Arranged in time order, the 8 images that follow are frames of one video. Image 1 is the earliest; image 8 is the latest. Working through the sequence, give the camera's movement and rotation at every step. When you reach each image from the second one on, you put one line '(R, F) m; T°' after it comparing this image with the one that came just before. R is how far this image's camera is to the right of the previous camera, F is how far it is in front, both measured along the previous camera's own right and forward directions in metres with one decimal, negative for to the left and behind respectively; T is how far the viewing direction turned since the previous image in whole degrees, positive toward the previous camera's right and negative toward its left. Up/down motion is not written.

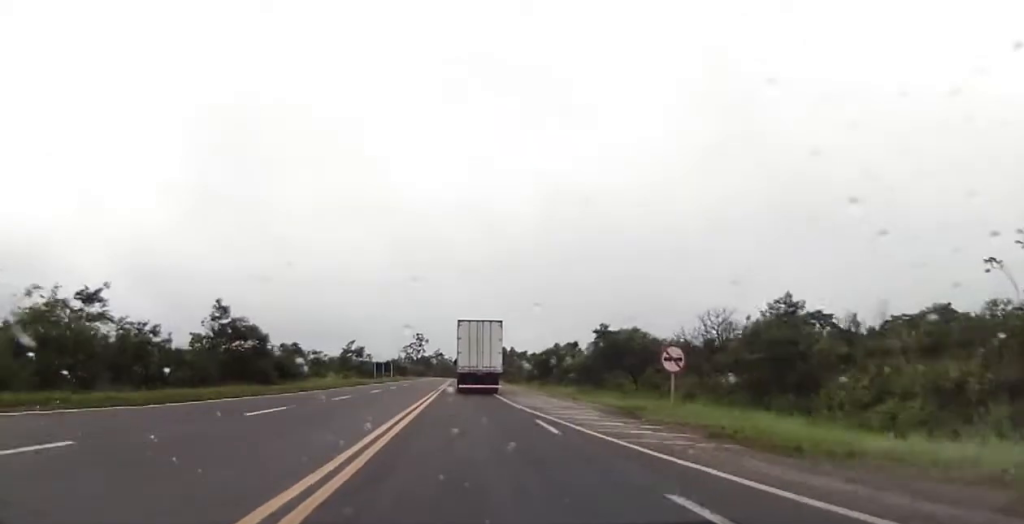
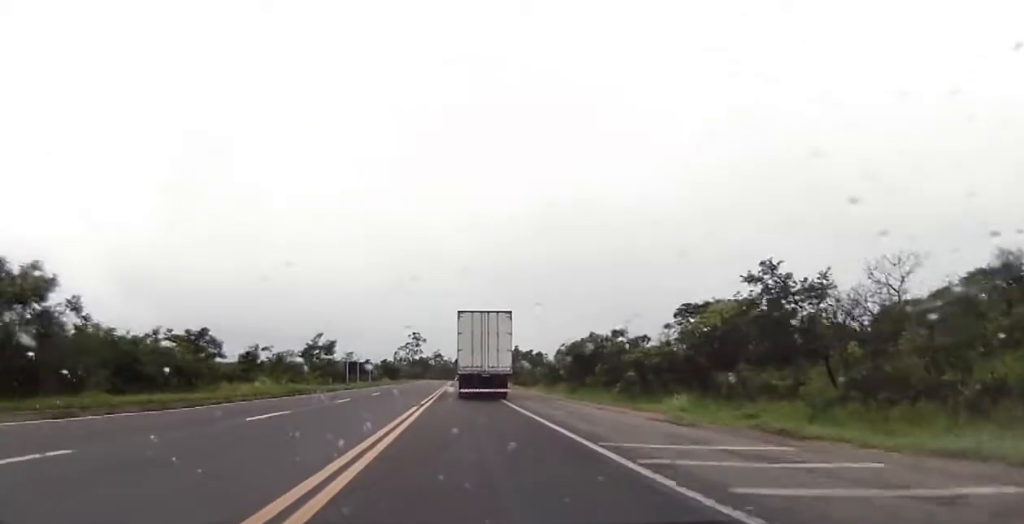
(-0.1, +25.1) m; 0°
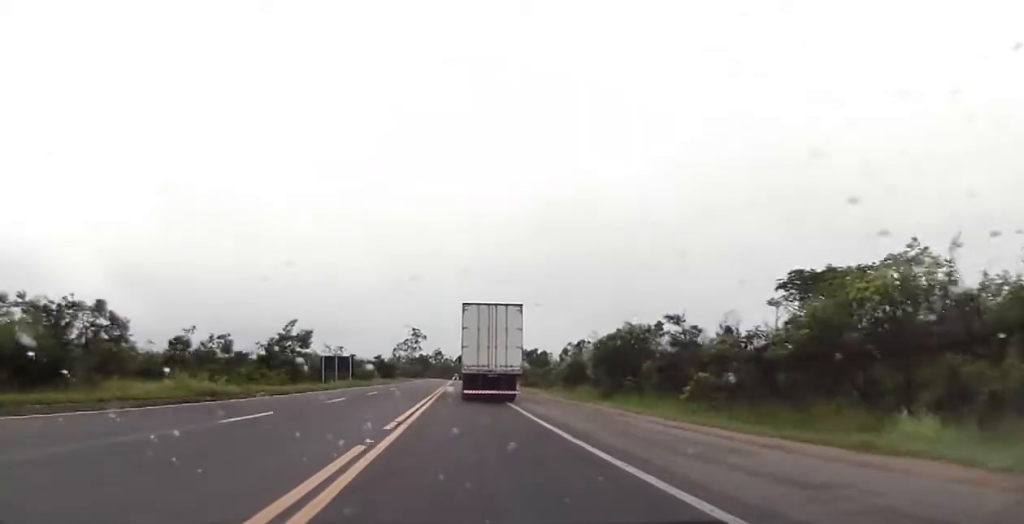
(-0.1, +14.3) m; 0°
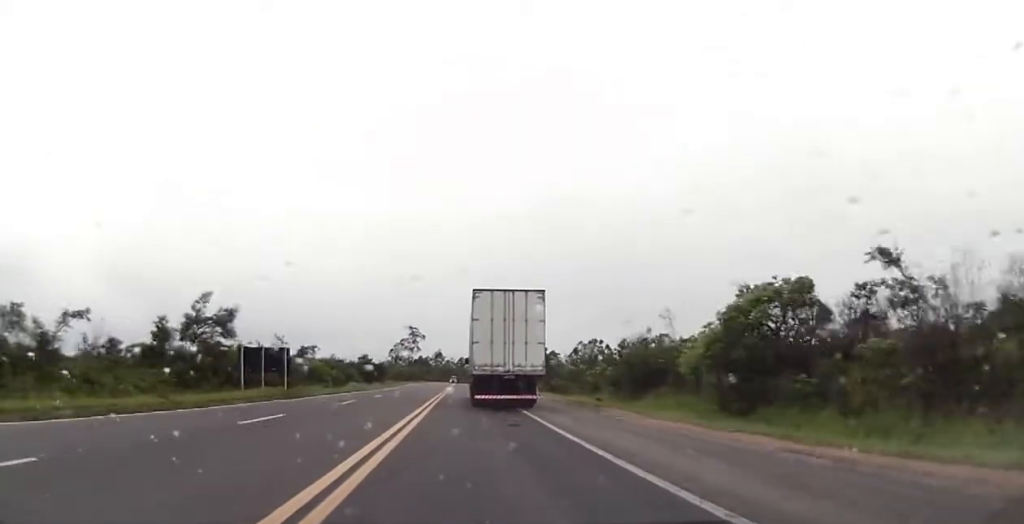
(+0.4, +23.7) m; 0°
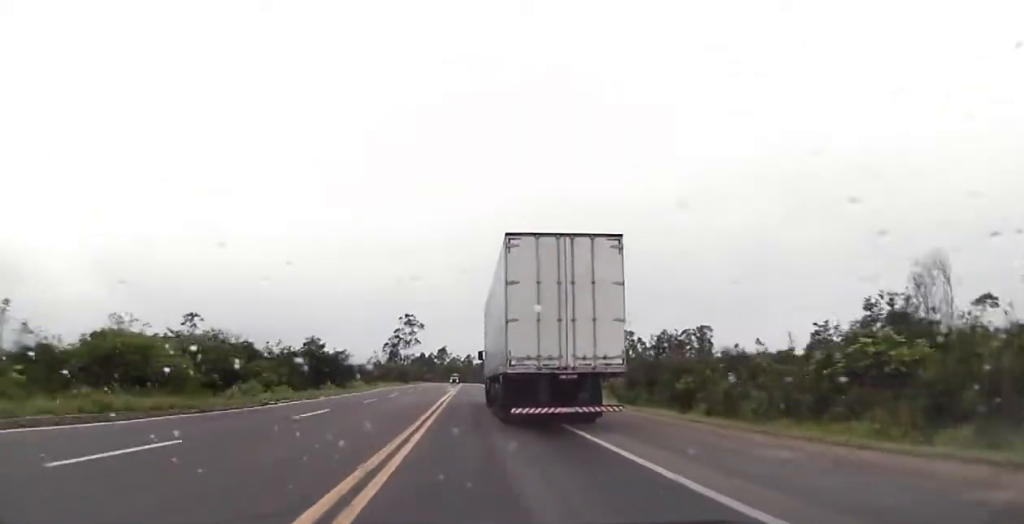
(0.0, +43.3) m; 0°
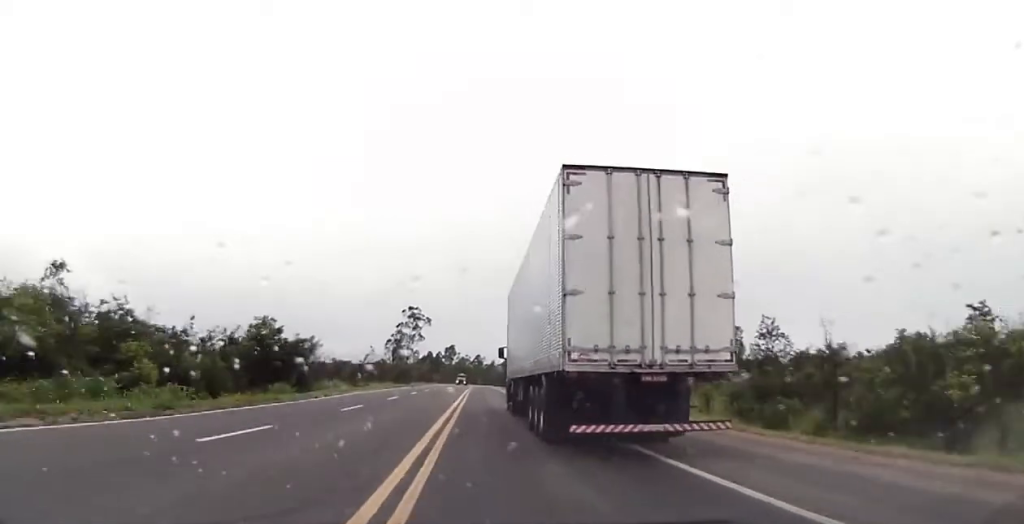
(-0.3, +19.7) m; 0°
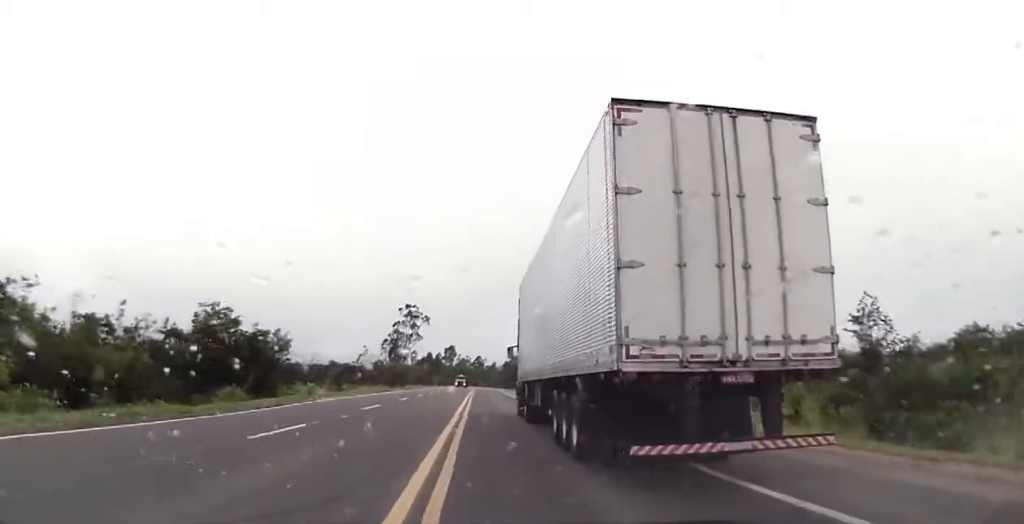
(+0.2, +9.7) m; 0°
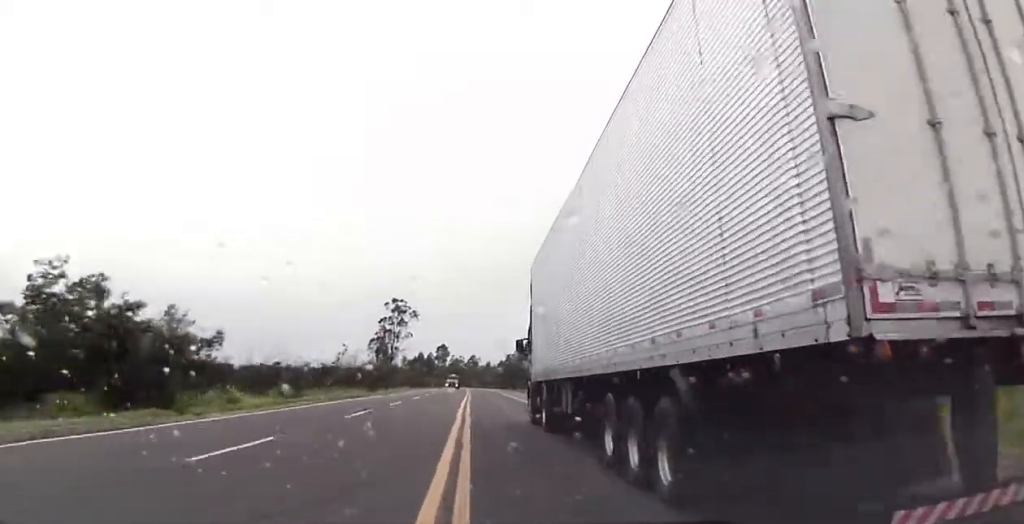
(0.0, +14.5) m; 0°
